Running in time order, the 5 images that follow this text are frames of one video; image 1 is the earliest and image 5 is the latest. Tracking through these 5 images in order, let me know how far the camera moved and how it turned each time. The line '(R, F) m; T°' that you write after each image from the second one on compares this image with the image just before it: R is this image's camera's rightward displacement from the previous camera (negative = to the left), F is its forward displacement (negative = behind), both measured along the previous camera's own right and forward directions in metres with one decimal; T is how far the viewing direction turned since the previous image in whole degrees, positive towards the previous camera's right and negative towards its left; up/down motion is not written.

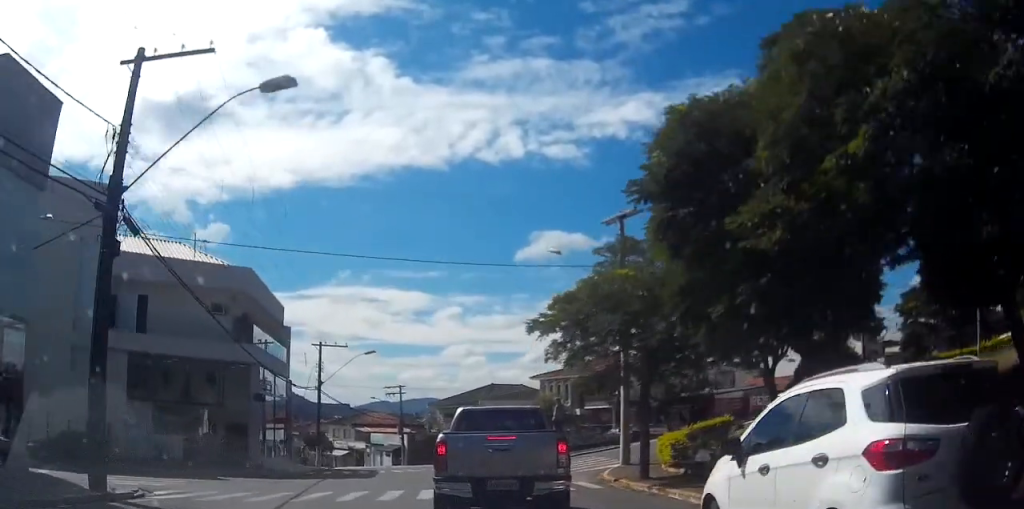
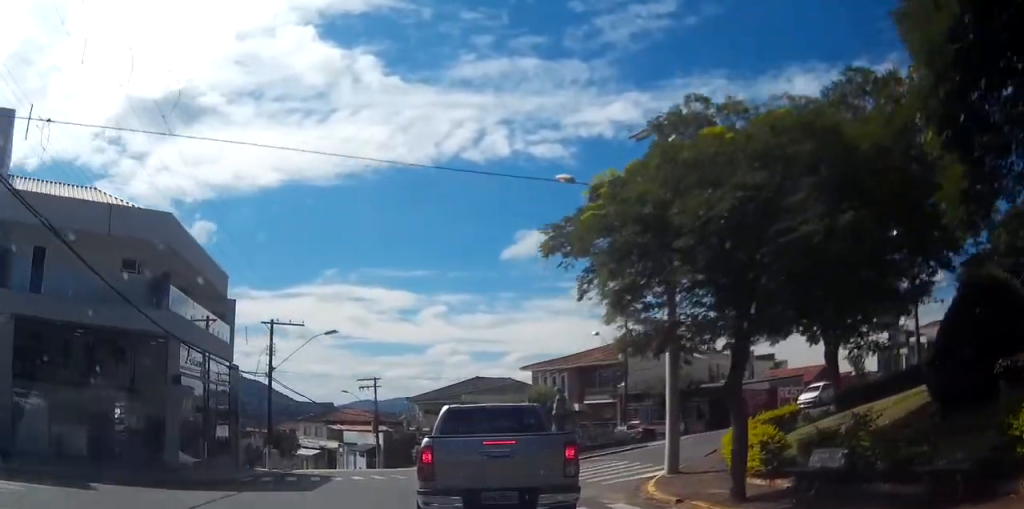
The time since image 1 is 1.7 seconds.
(-0.2, +9.1) m; -1°
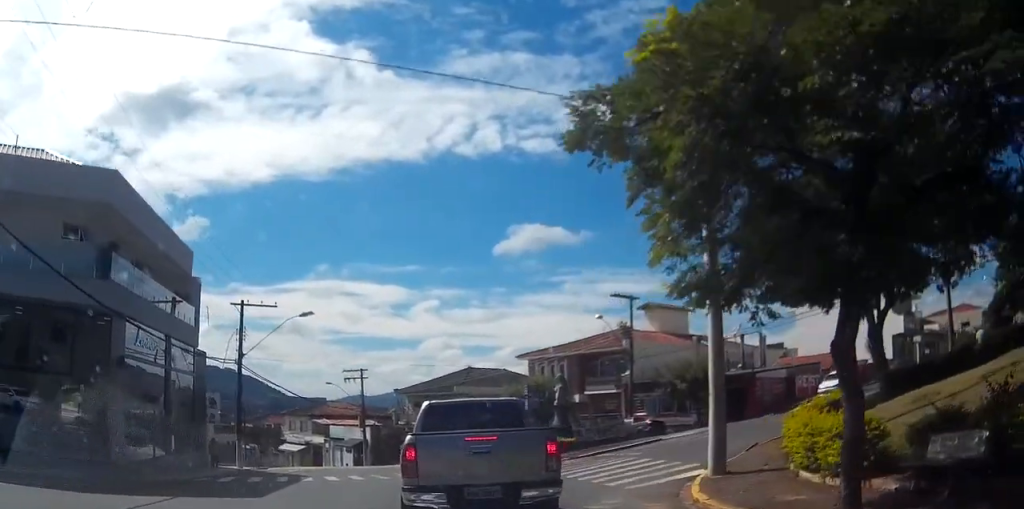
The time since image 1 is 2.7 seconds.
(0.0, +4.4) m; 0°
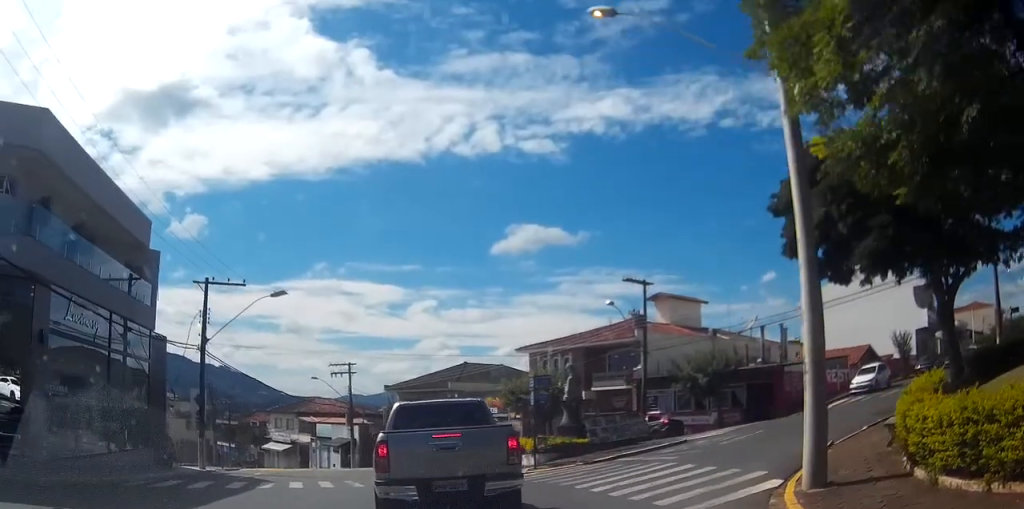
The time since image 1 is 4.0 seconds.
(-0.1, +5.0) m; -1°
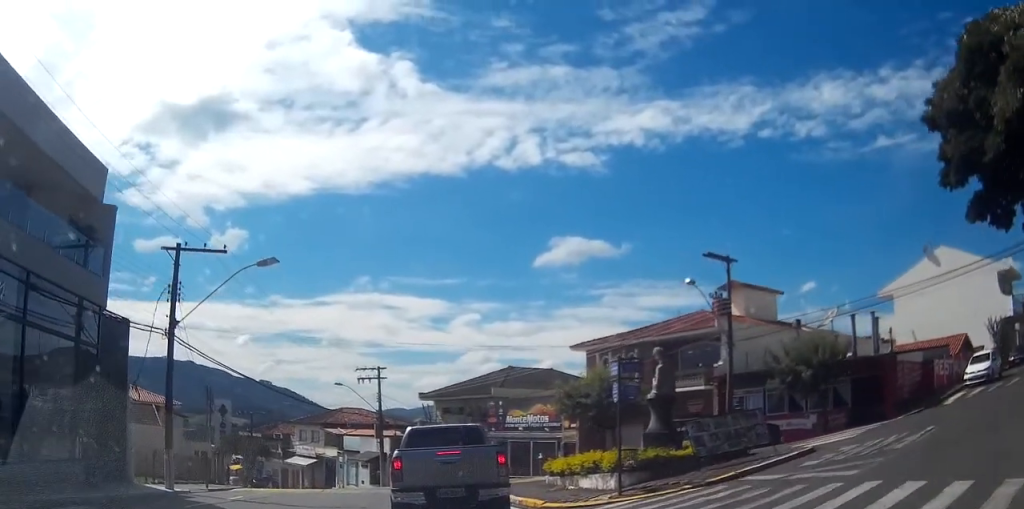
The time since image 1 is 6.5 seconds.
(+0.1, +8.3) m; +2°
